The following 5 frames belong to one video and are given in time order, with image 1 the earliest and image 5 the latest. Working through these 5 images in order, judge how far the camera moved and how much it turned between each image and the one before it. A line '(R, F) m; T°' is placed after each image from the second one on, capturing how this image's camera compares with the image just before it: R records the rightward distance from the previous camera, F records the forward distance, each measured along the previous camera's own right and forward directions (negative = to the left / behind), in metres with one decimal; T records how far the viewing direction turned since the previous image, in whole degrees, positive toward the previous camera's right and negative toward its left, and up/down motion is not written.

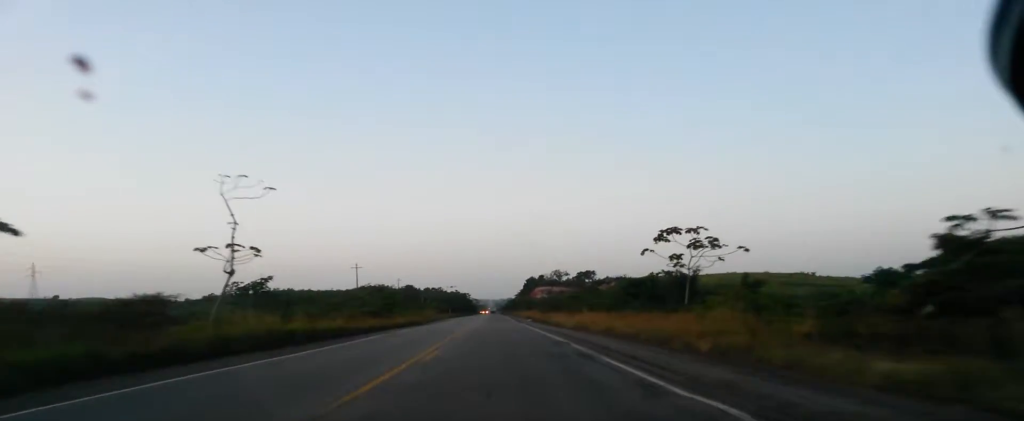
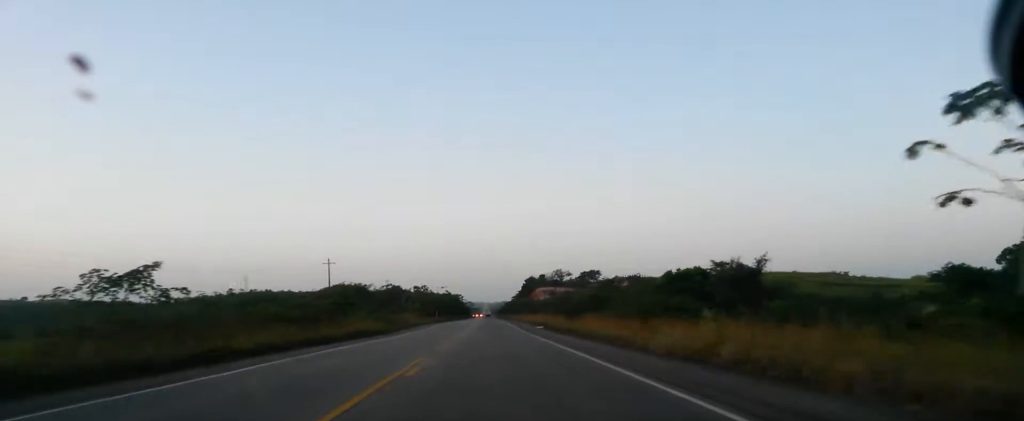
(-0.8, +27.5) m; 0°
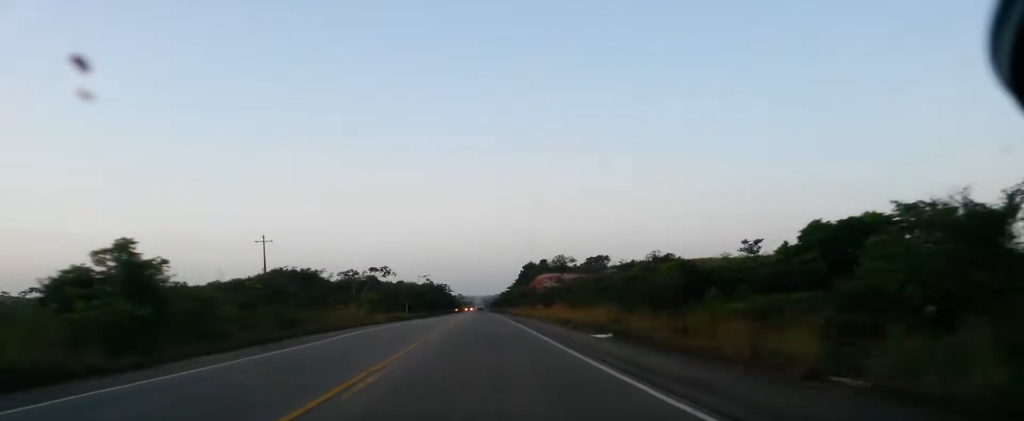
(+1.5, +41.8) m; +3°
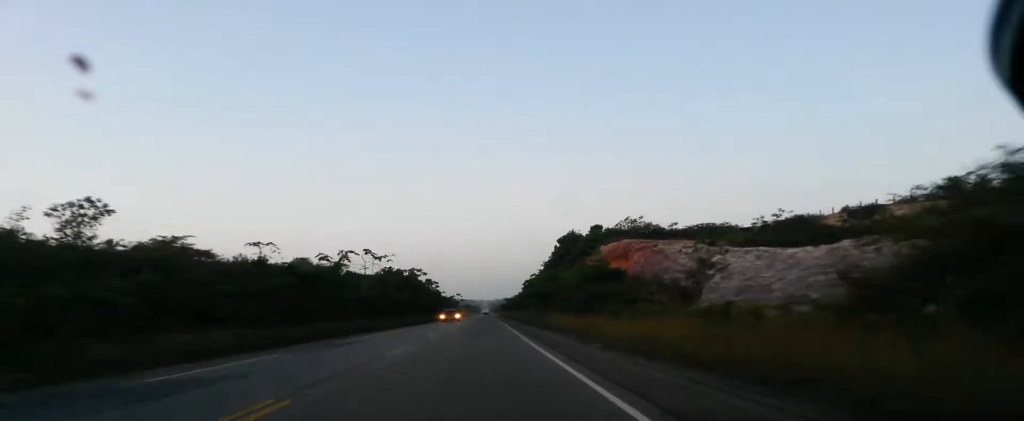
(+0.2, +98.1) m; 0°
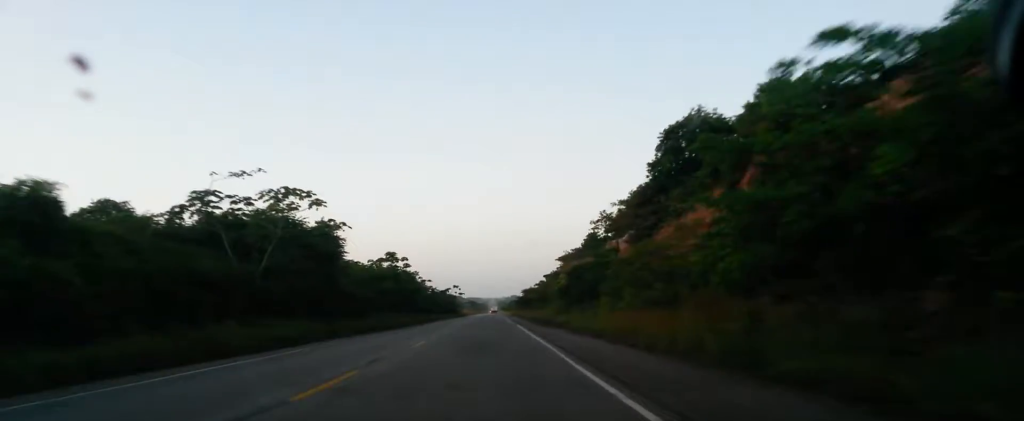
(-3.1, +72.5) m; -4°
